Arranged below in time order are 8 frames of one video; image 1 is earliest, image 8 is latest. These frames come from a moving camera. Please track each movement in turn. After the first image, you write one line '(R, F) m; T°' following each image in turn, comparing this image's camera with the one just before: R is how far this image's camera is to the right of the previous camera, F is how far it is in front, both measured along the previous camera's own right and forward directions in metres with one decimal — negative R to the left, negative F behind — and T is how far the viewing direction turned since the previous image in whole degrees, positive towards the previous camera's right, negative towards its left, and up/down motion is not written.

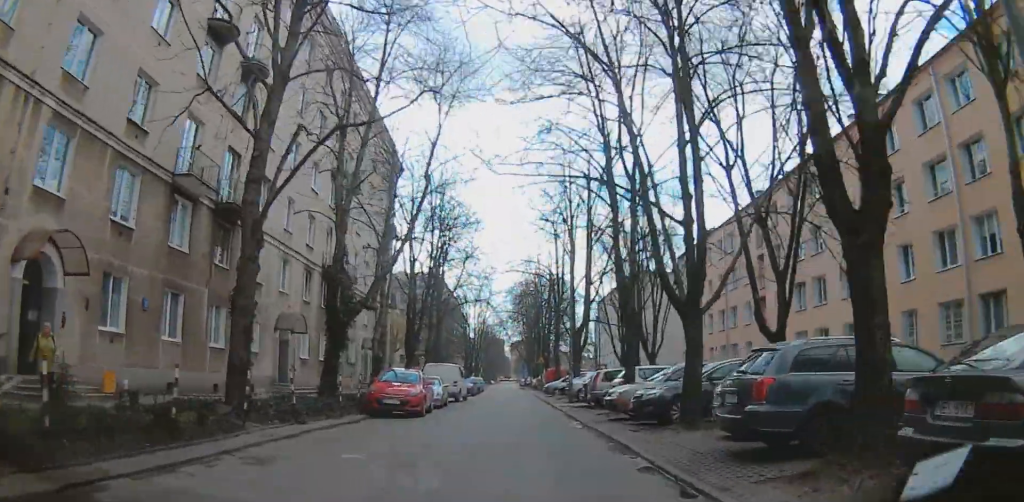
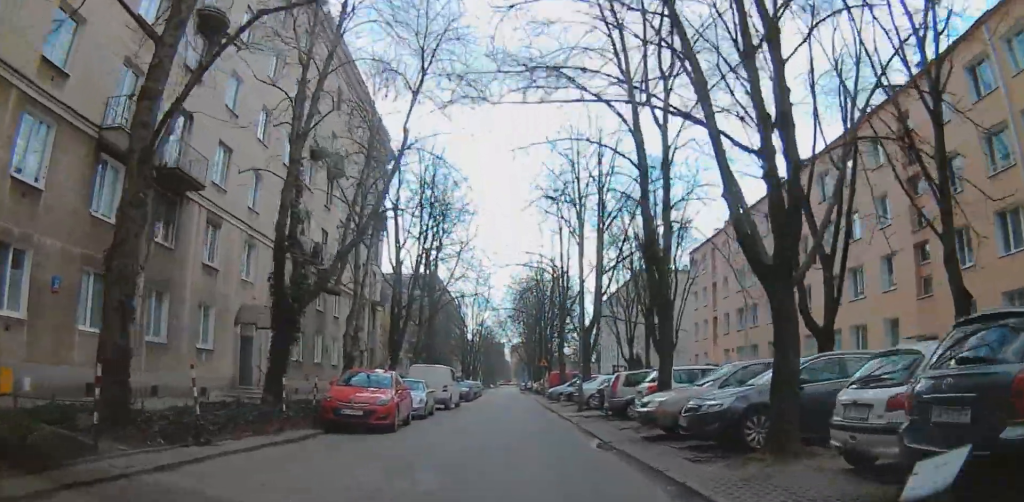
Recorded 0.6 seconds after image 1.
(0.0, +4.5) m; 0°
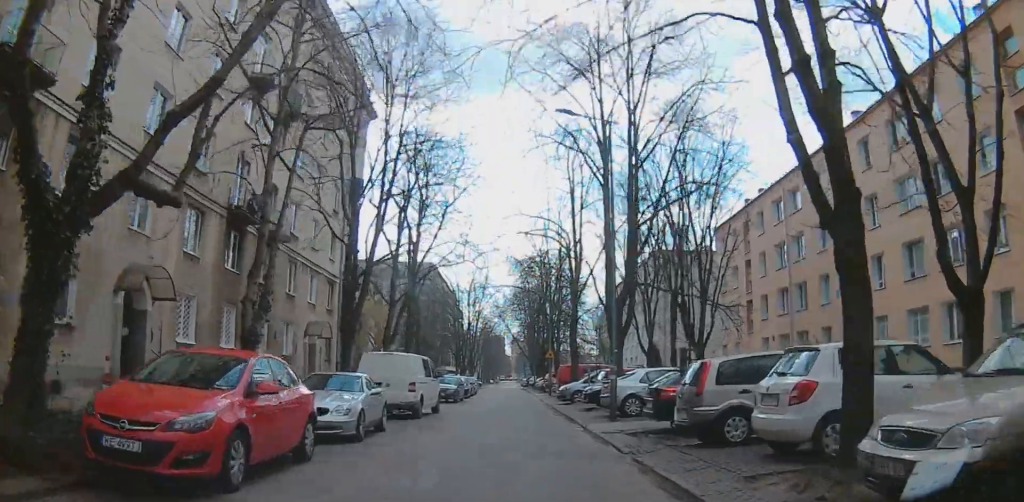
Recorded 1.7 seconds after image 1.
(0.0, +8.6) m; 0°
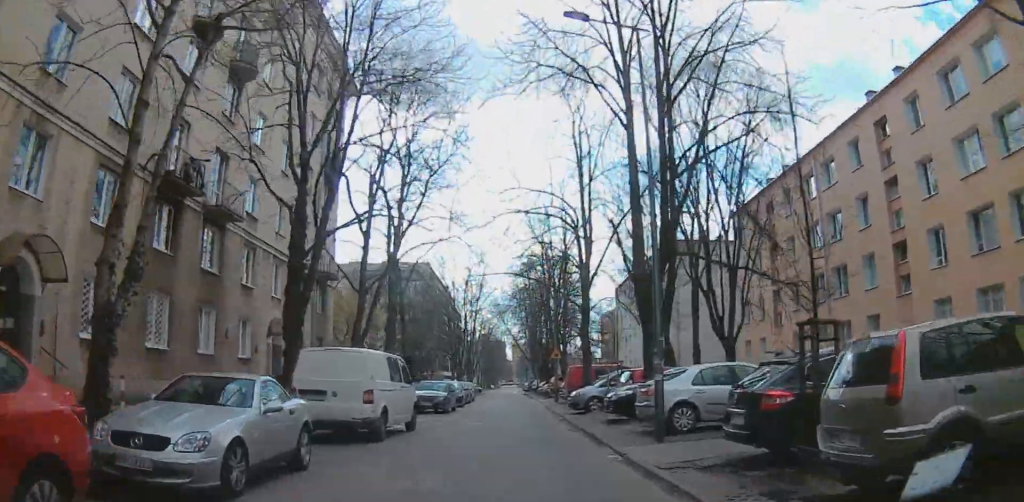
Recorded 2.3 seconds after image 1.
(0.0, +5.5) m; 0°
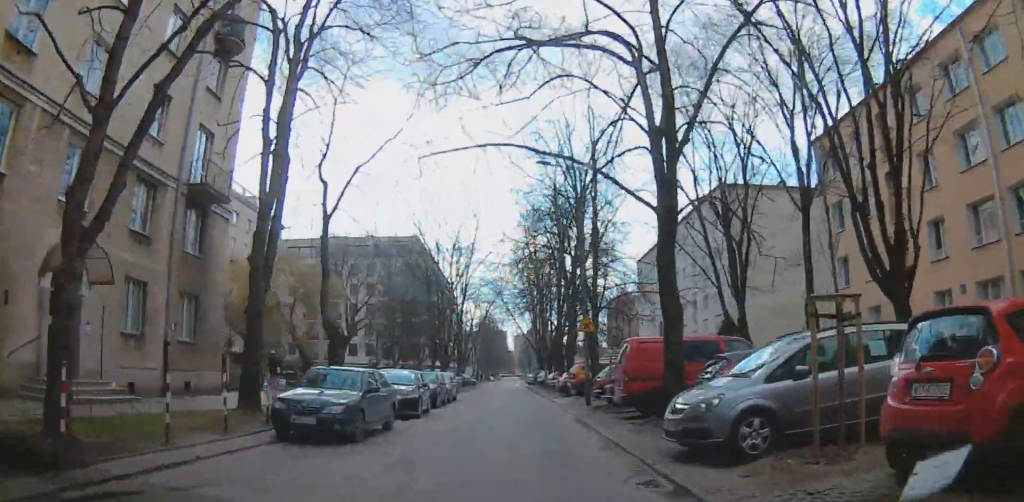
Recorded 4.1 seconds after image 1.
(0.0, +16.6) m; 0°
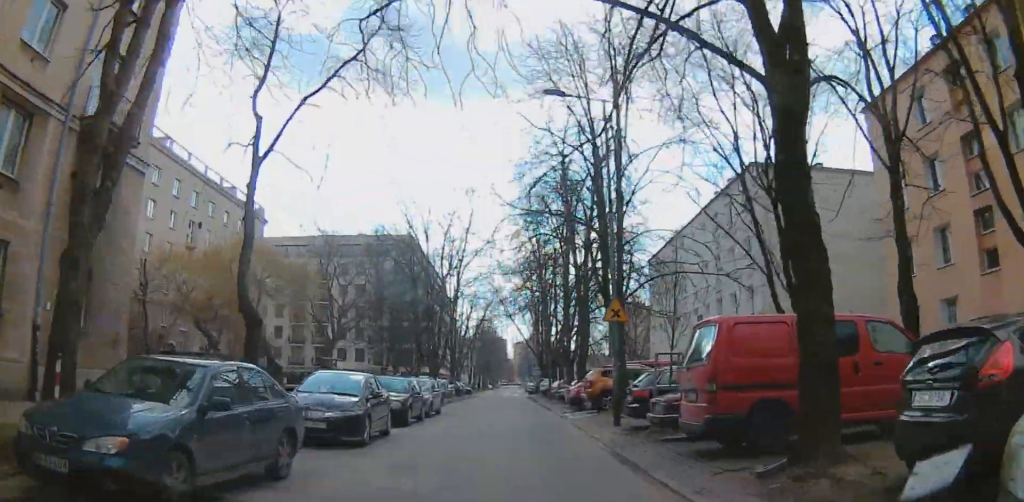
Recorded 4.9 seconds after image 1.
(0.0, +7.2) m; 0°
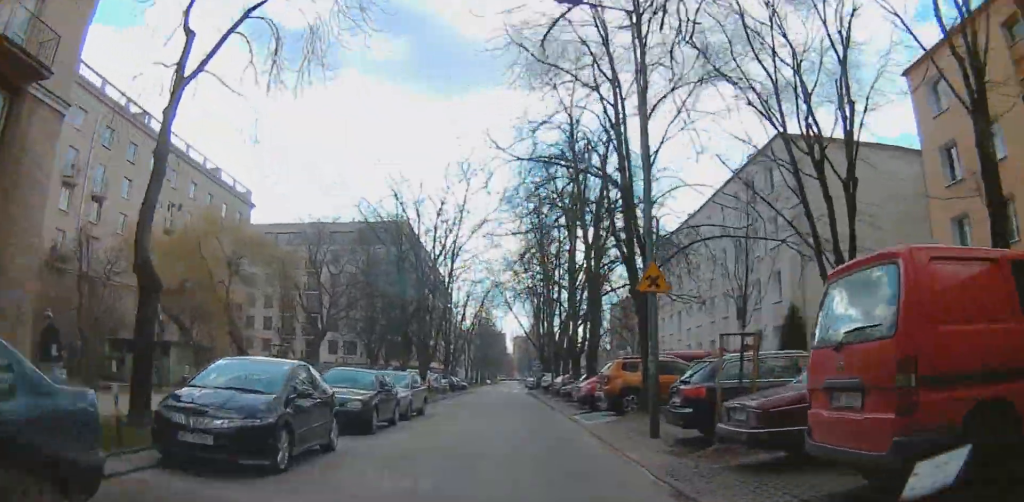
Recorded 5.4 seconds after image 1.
(0.0, +5.0) m; 0°
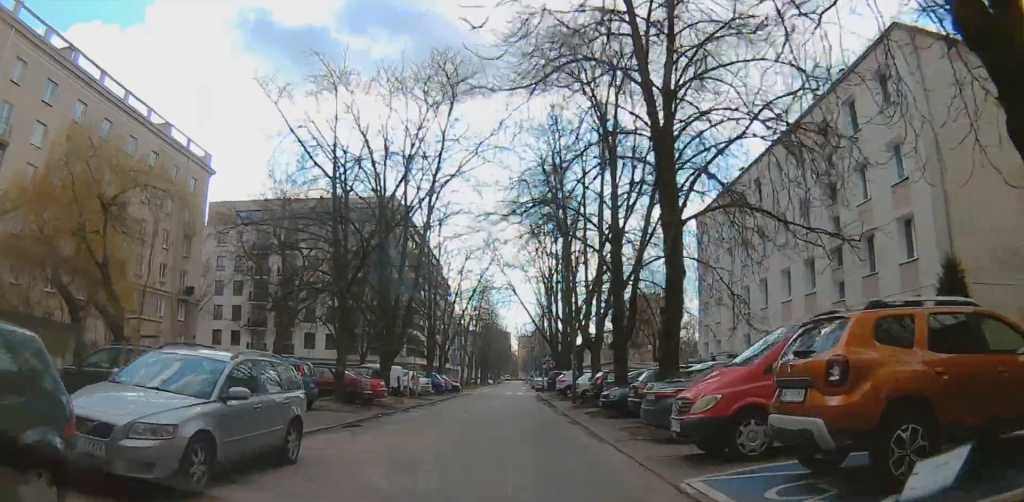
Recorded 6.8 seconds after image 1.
(0.0, +13.2) m; 0°
